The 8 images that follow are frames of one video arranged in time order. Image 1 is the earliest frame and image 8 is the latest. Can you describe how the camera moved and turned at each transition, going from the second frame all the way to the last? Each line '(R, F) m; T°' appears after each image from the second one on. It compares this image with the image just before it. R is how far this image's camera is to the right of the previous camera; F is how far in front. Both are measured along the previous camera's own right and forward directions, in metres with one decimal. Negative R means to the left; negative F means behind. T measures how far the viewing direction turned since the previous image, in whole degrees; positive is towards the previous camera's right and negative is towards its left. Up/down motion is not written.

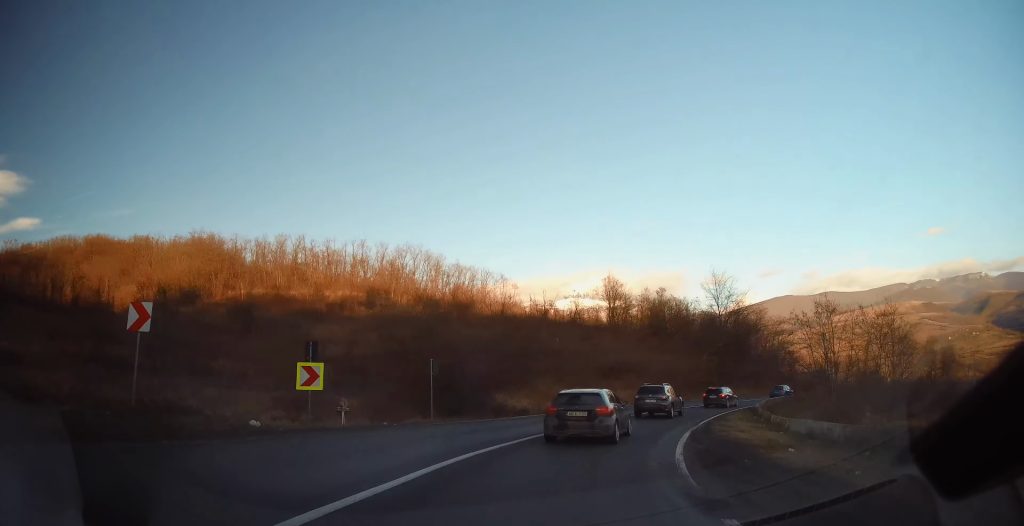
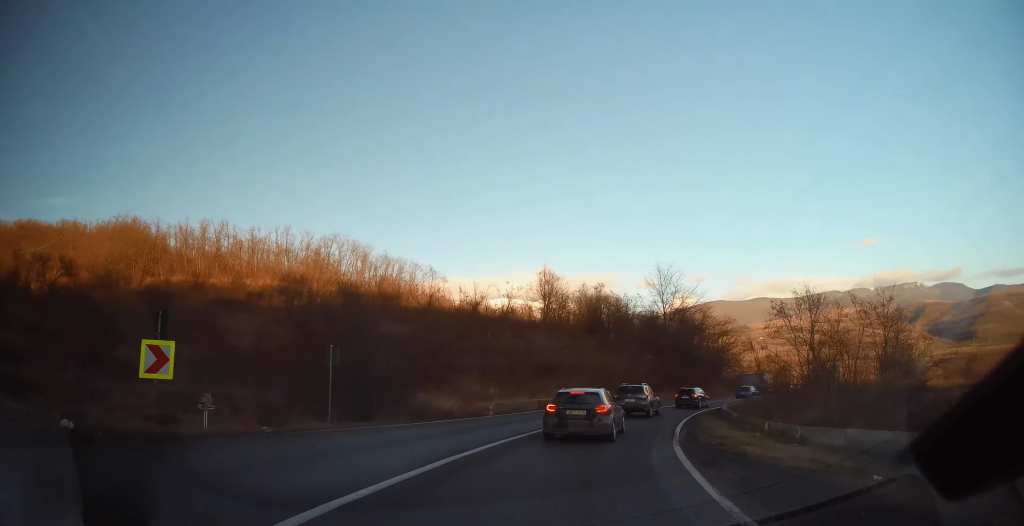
(+0.2, +5.2) m; +6°
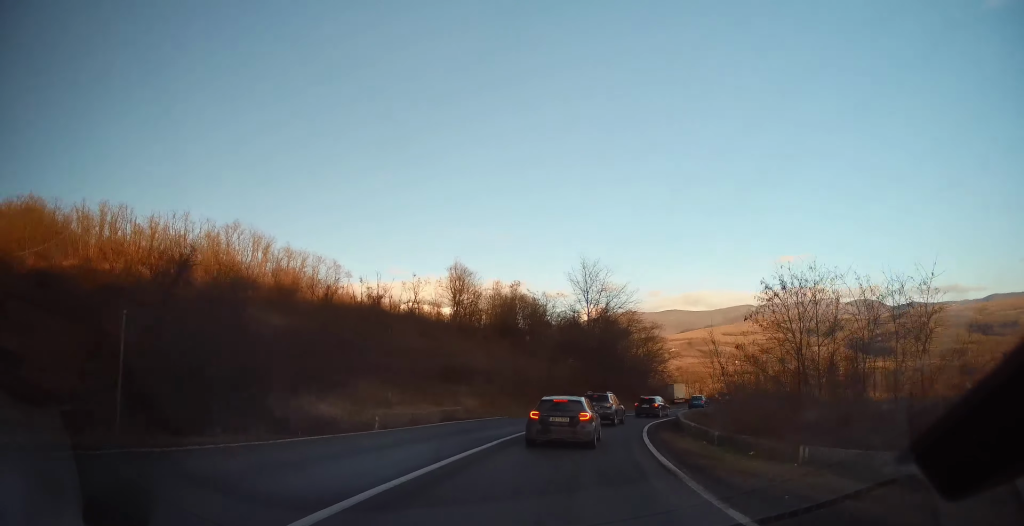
(+0.5, +7.1) m; +7°
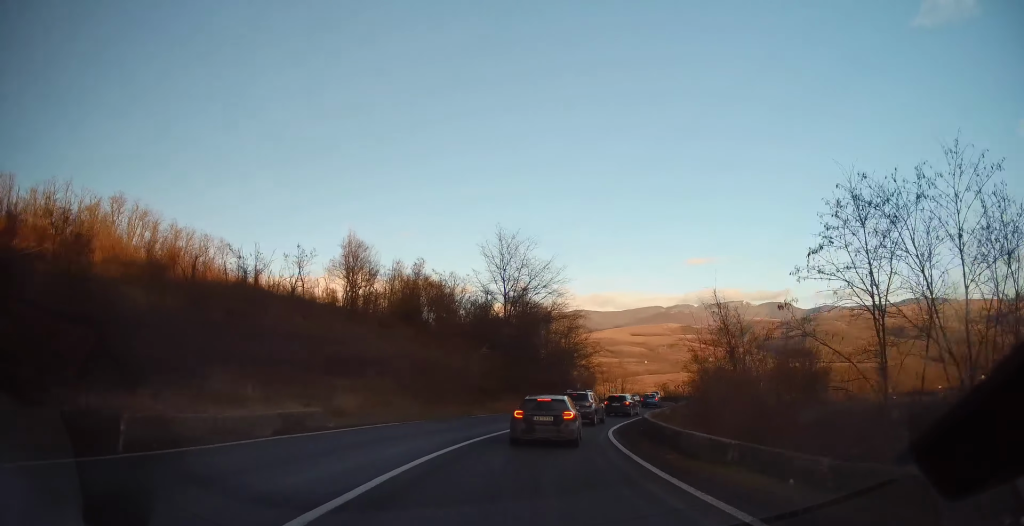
(+1.0, +10.0) m; +9°
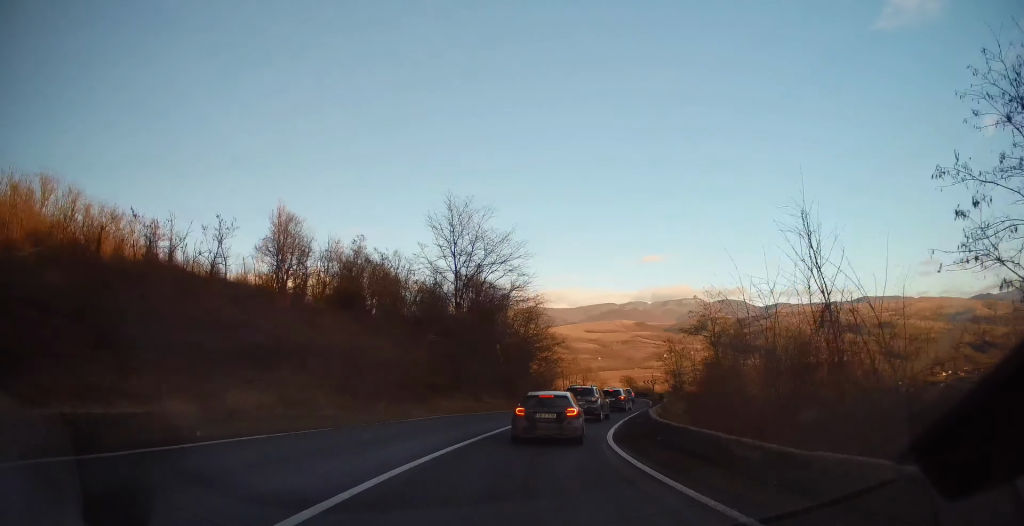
(+0.4, +7.2) m; +5°
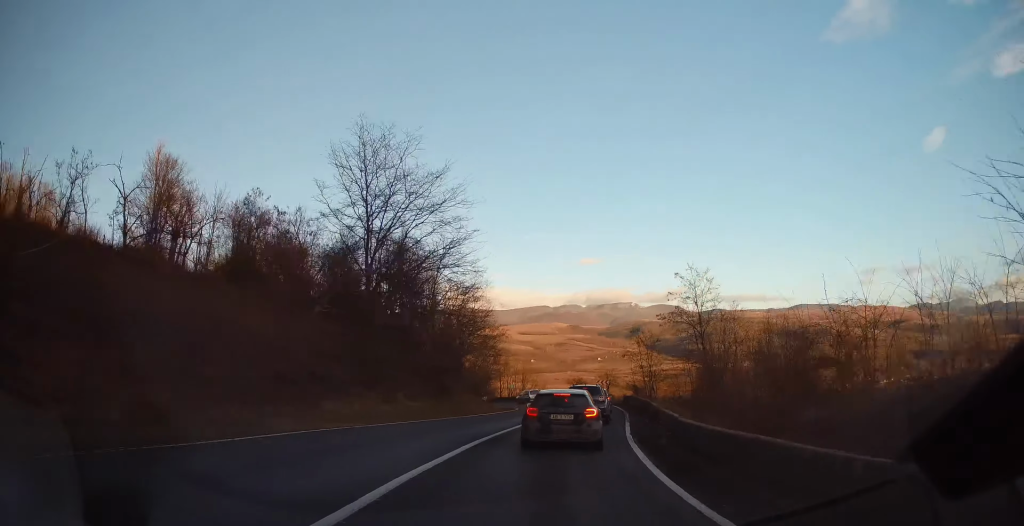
(+0.5, +10.3) m; +6°
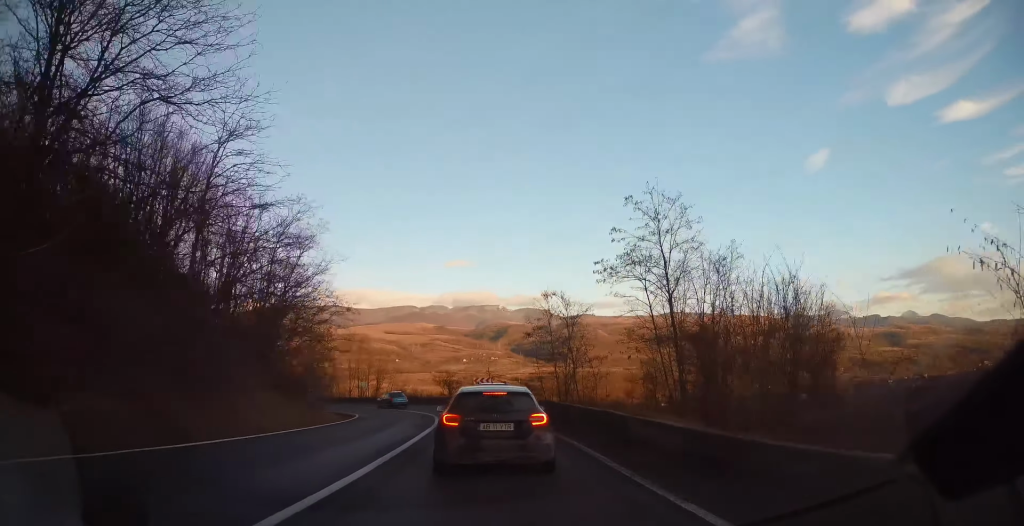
(+1.5, +15.7) m; +13°
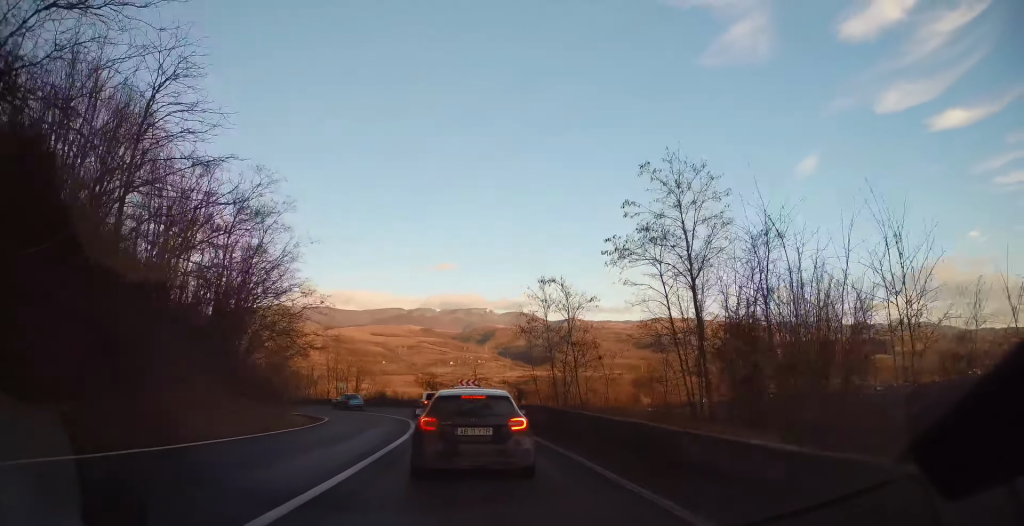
(+0.4, +4.2) m; +1°
